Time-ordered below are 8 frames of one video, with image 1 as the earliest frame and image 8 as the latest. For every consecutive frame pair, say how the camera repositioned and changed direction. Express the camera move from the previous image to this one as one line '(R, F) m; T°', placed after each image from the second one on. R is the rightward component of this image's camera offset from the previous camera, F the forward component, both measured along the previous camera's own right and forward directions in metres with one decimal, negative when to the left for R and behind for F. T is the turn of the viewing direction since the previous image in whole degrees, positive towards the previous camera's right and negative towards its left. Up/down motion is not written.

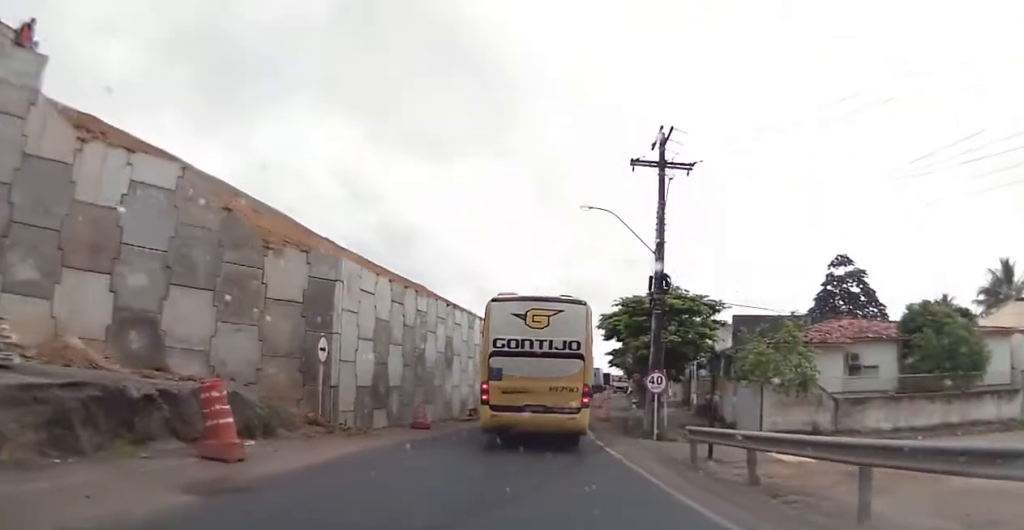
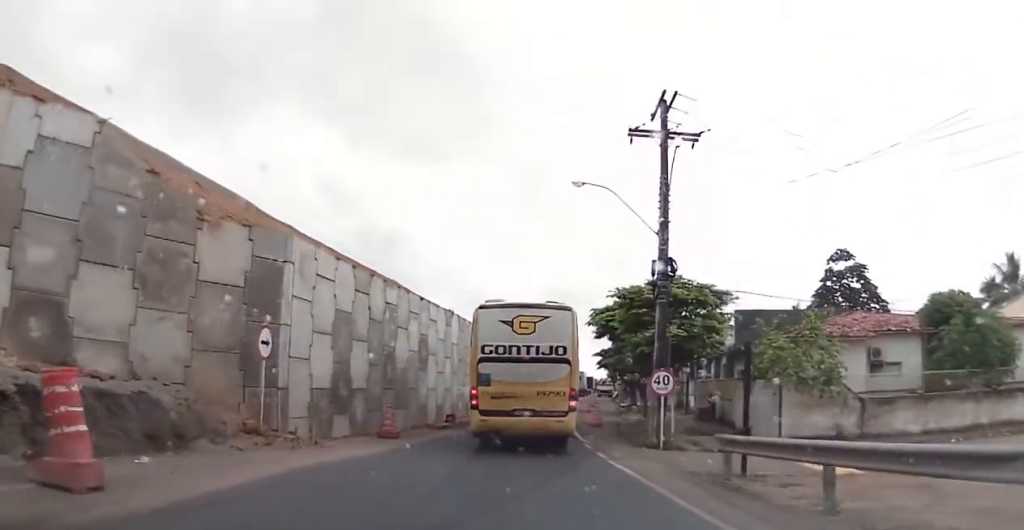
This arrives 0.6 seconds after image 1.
(0.0, +3.5) m; -2°
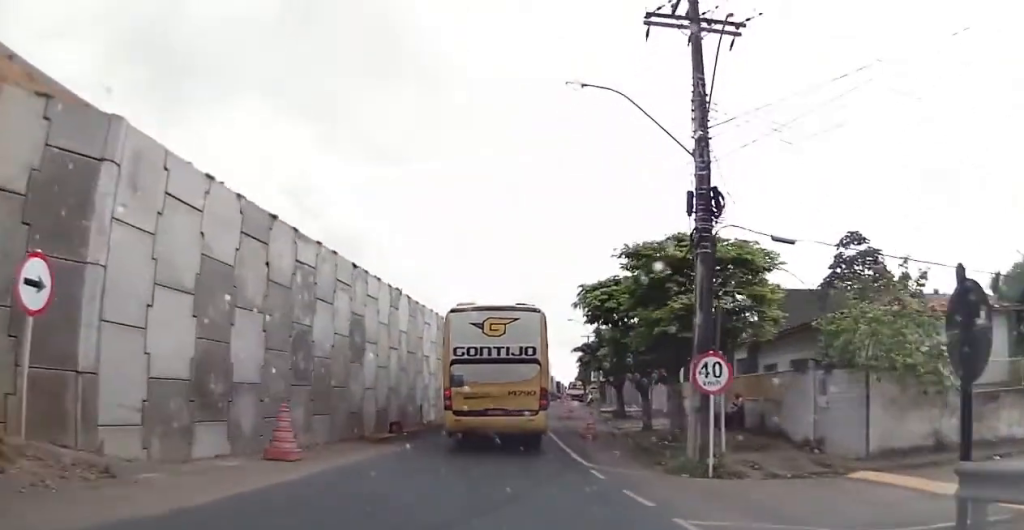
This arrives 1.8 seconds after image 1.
(-0.3, +7.9) m; +1°
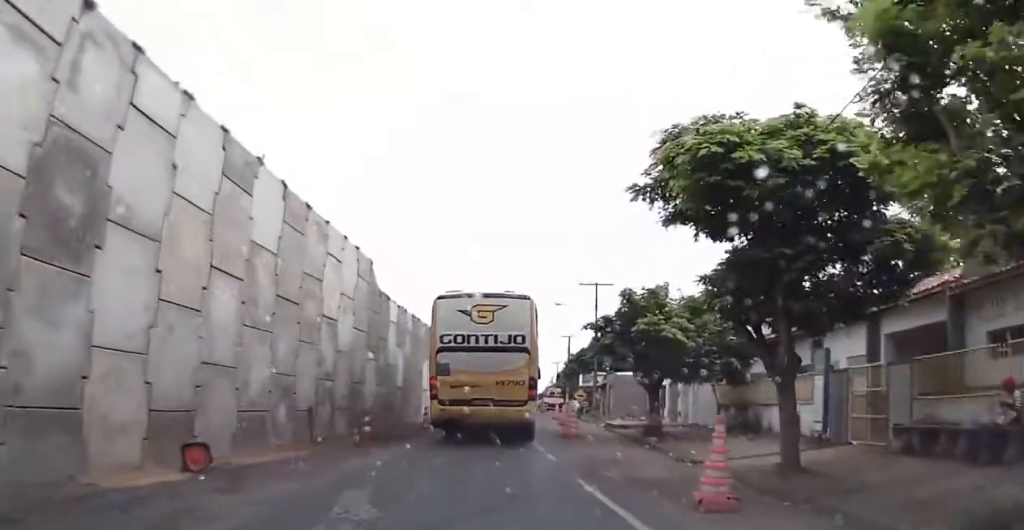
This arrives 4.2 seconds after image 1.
(+1.9, +16.5) m; +8°
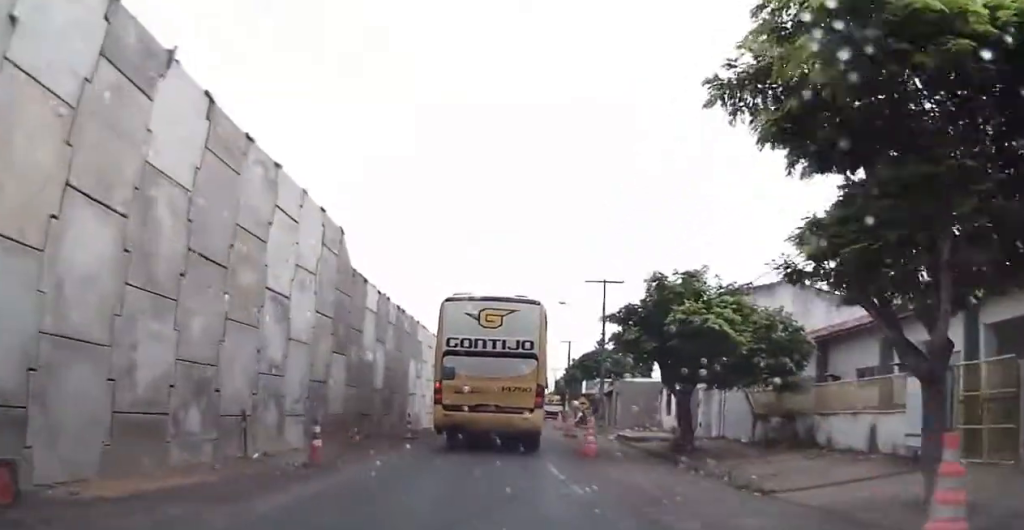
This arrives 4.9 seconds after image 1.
(0.0, +4.7) m; 0°
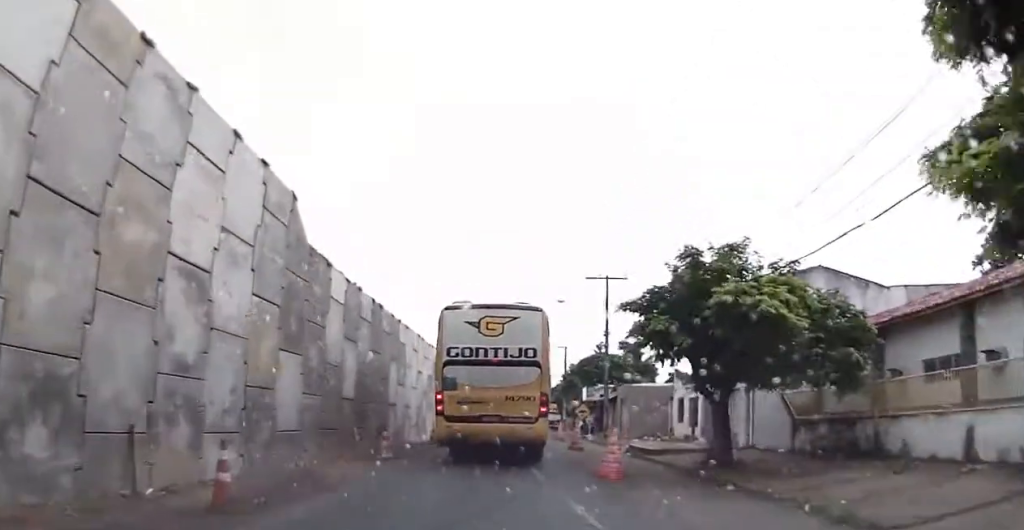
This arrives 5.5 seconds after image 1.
(0.0, +3.8) m; -1°
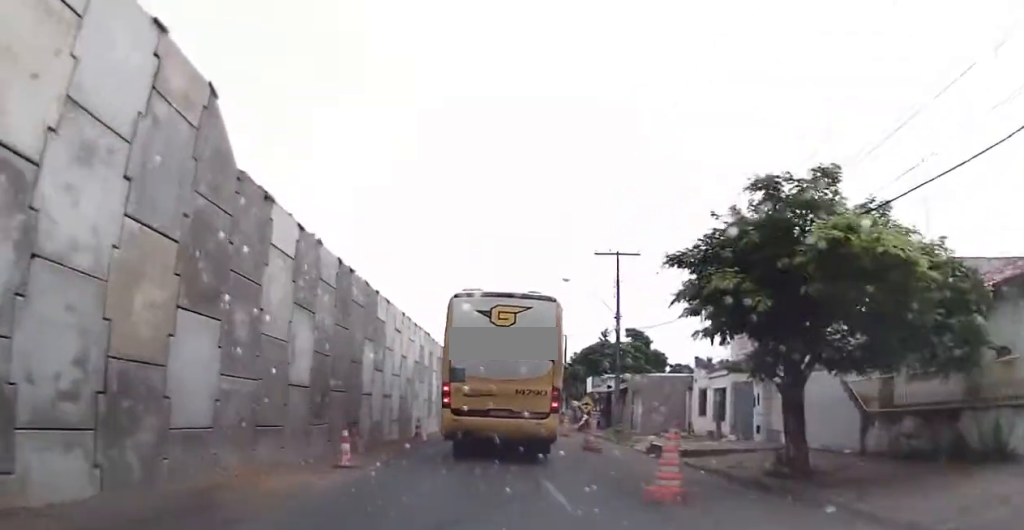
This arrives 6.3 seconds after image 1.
(0.0, +4.2) m; -1°
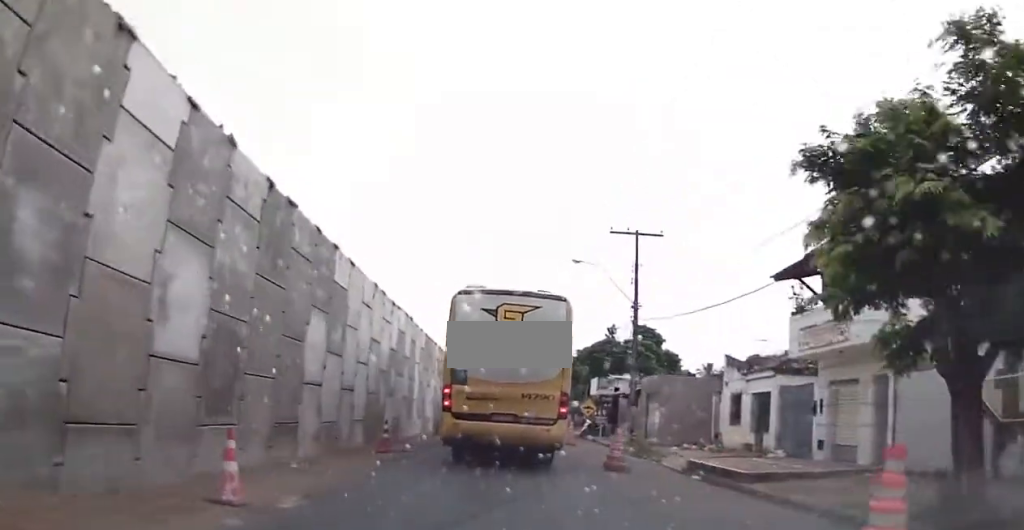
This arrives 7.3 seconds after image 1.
(-0.1, +5.0) m; 0°
